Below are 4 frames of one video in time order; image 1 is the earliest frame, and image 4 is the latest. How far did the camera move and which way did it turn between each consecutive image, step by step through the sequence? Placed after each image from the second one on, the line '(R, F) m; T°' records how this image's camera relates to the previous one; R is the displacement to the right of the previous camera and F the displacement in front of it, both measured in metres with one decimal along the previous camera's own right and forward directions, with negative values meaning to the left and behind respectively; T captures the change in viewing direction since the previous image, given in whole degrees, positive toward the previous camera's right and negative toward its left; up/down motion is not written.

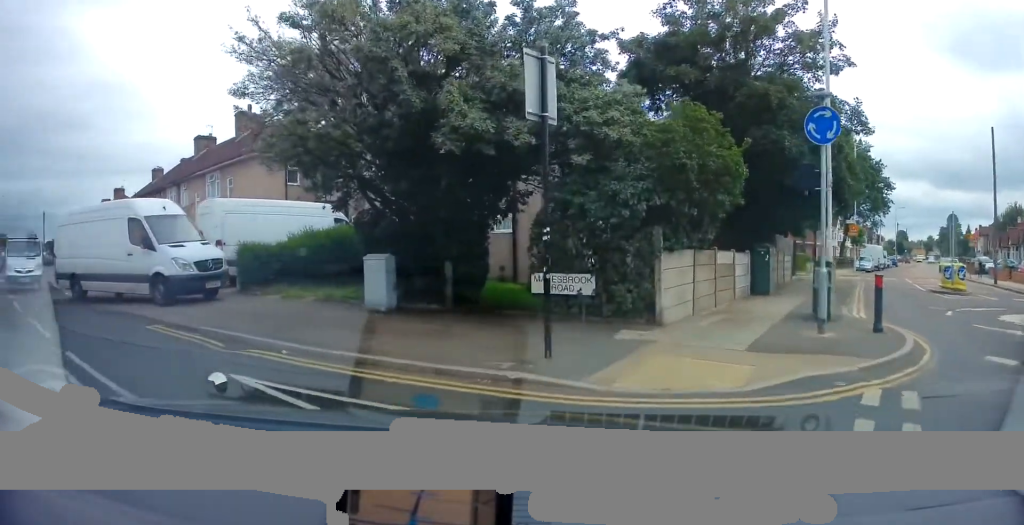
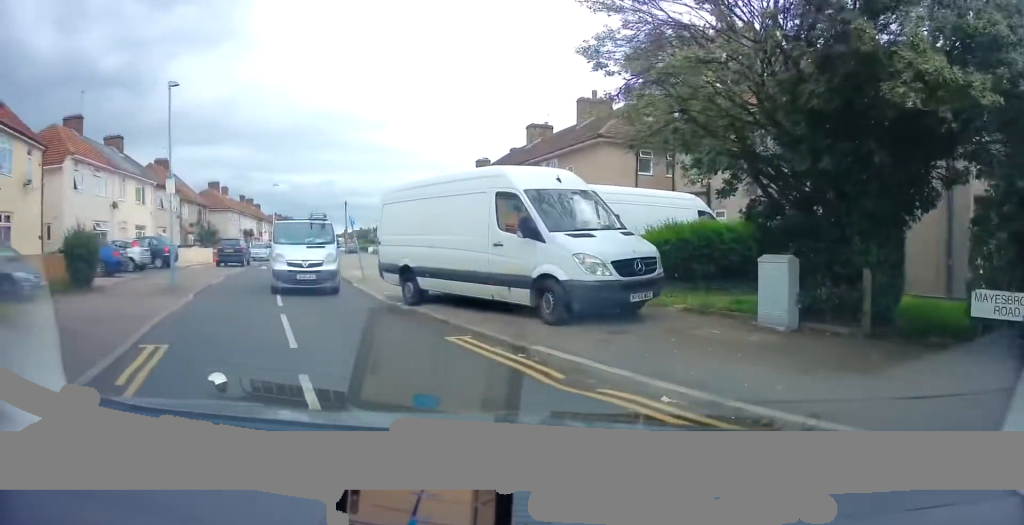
(-1.2, +2.2) m; -35°
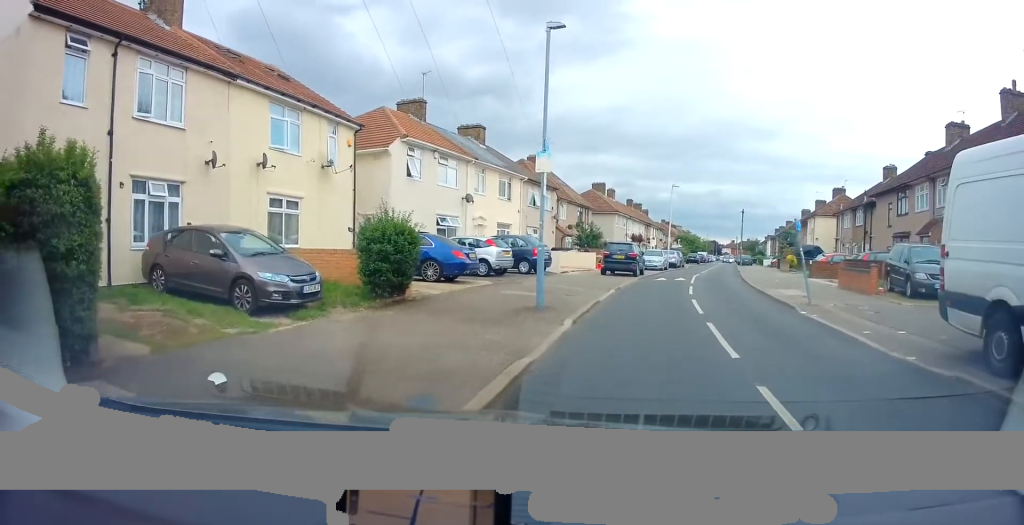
(+0.1, +5.8) m; -1°
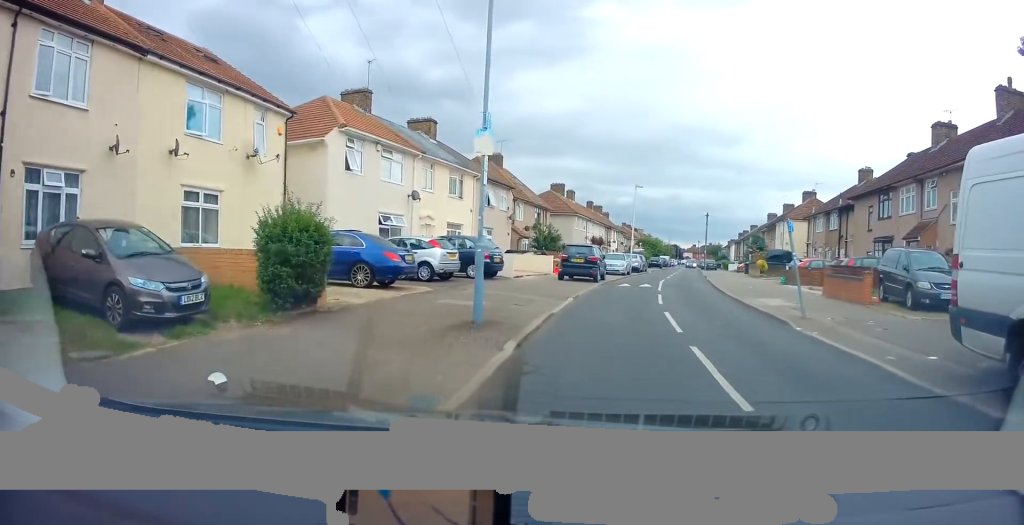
(0.0, +2.3) m; 0°
